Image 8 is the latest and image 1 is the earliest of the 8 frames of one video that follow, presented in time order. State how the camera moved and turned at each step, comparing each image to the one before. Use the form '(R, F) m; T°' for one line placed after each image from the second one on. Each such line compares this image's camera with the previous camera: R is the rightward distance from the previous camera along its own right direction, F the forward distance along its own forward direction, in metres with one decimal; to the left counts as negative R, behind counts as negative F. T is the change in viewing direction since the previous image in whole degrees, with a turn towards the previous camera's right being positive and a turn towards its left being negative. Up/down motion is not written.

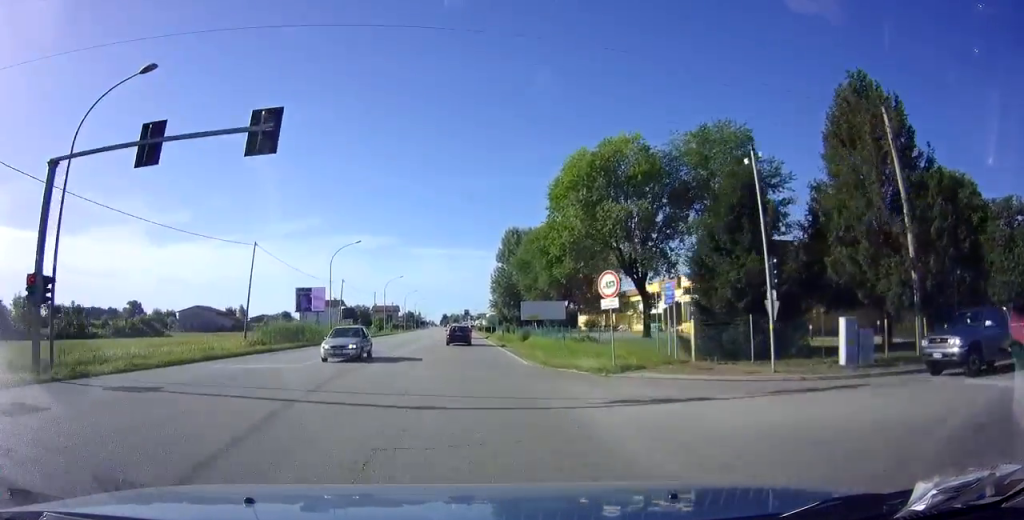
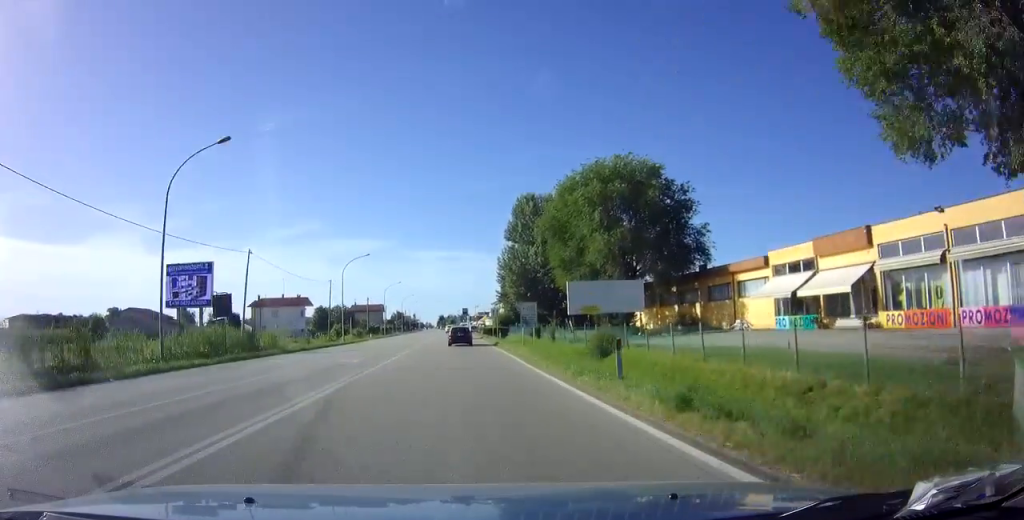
(0.0, +32.2) m; 0°
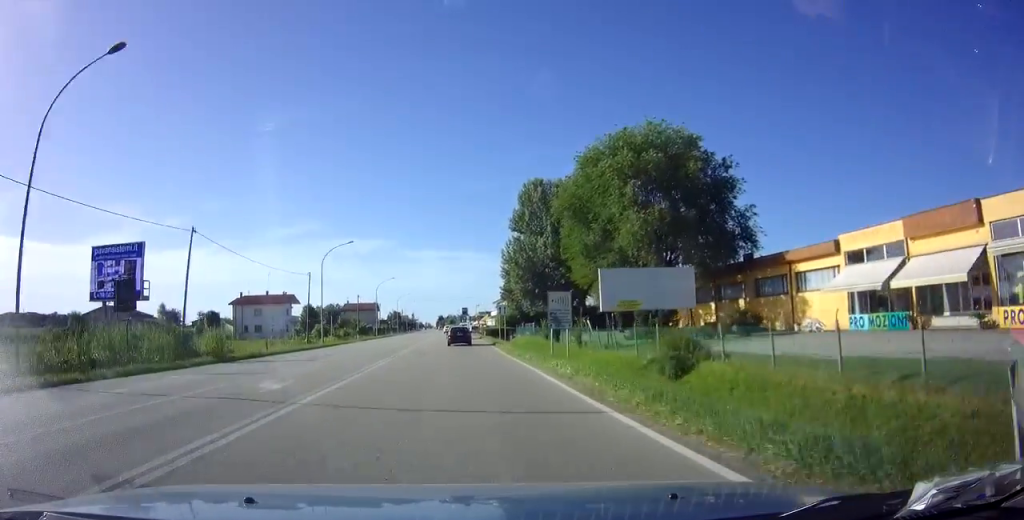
(0.0, +9.3) m; 0°
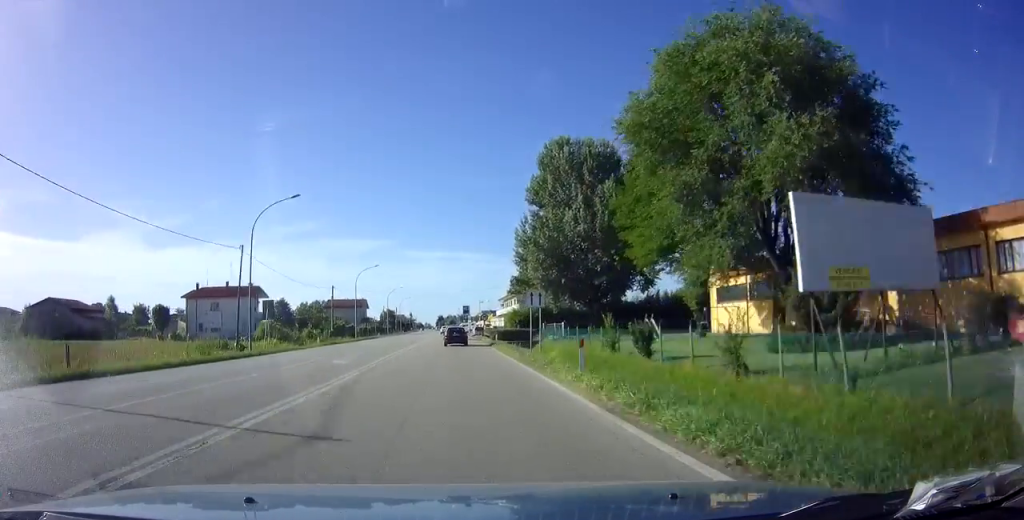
(+0.1, +19.5) m; +1°
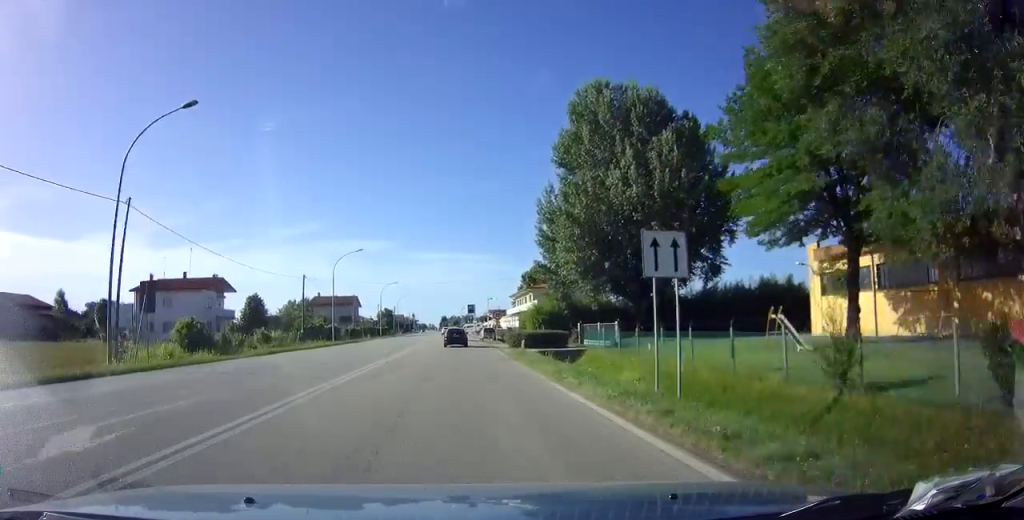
(+0.2, +15.5) m; 0°
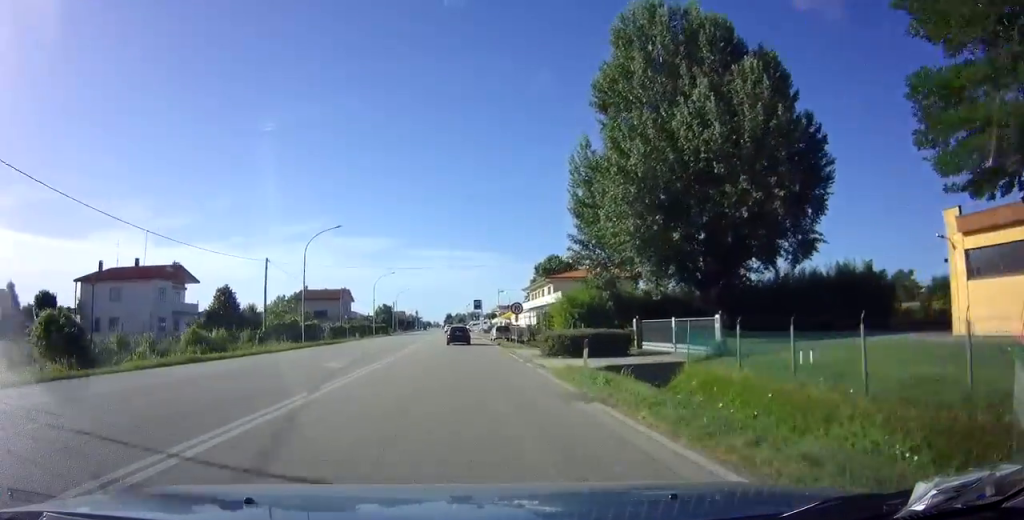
(-0.2, +12.9) m; -1°
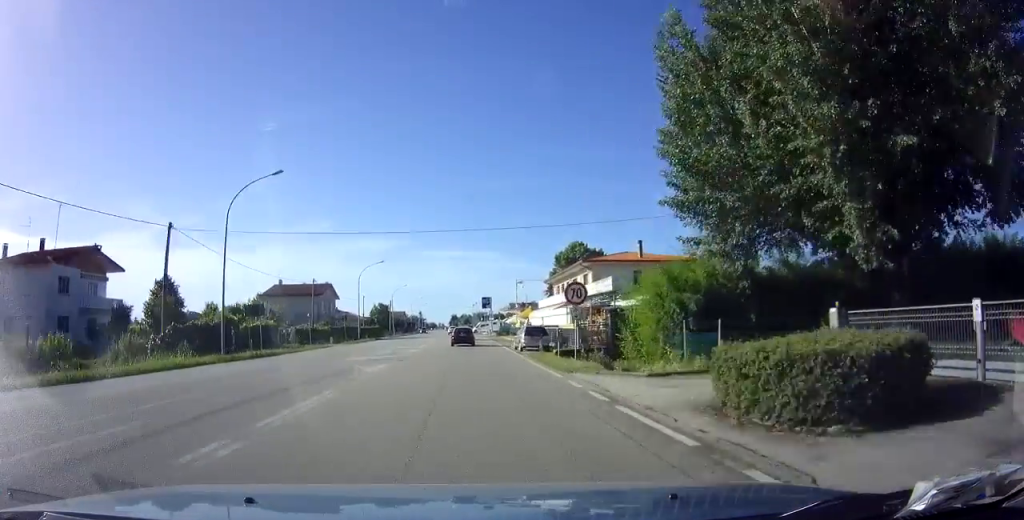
(-0.2, +17.1) m; -1°
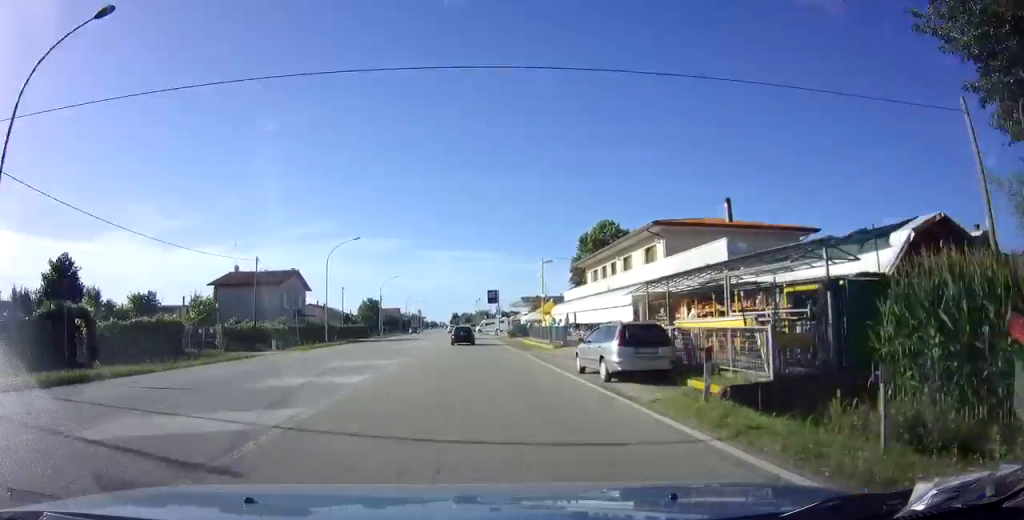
(0.0, +17.3) m; 0°
